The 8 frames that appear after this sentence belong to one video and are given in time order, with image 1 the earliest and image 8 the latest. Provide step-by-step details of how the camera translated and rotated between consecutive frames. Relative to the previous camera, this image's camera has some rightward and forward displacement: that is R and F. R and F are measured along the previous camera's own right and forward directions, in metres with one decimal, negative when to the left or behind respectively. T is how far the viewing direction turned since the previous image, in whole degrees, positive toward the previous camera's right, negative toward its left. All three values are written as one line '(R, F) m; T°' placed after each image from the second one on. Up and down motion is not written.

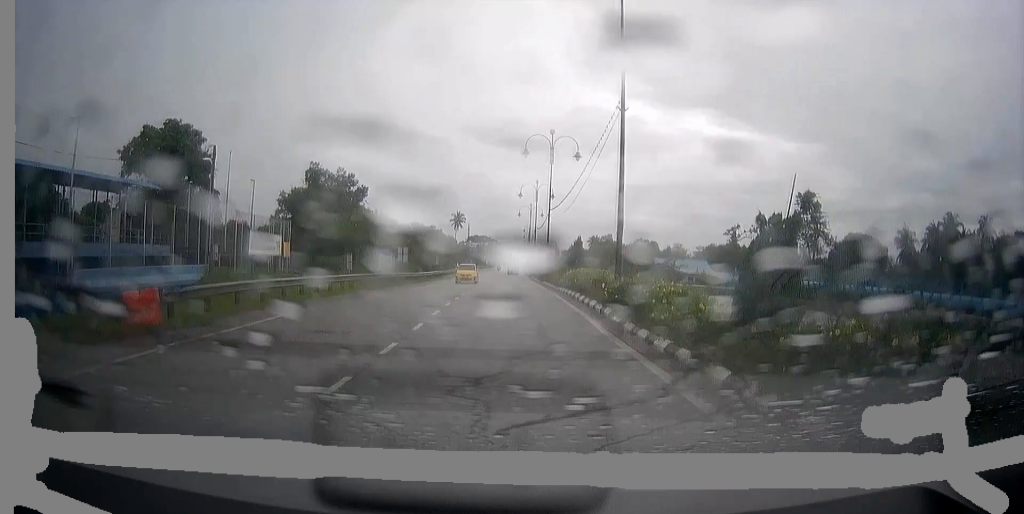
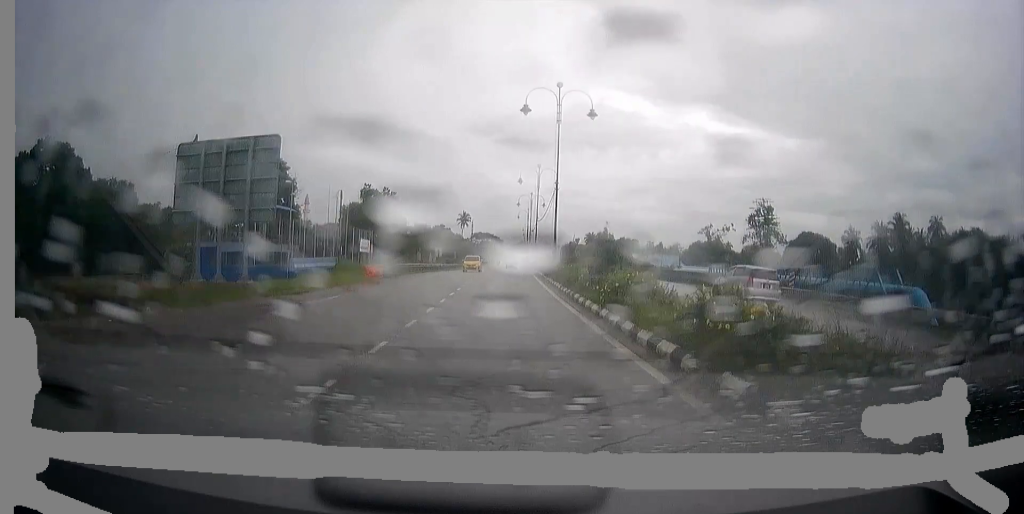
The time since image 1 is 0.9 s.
(+0.1, +22.7) m; +1°
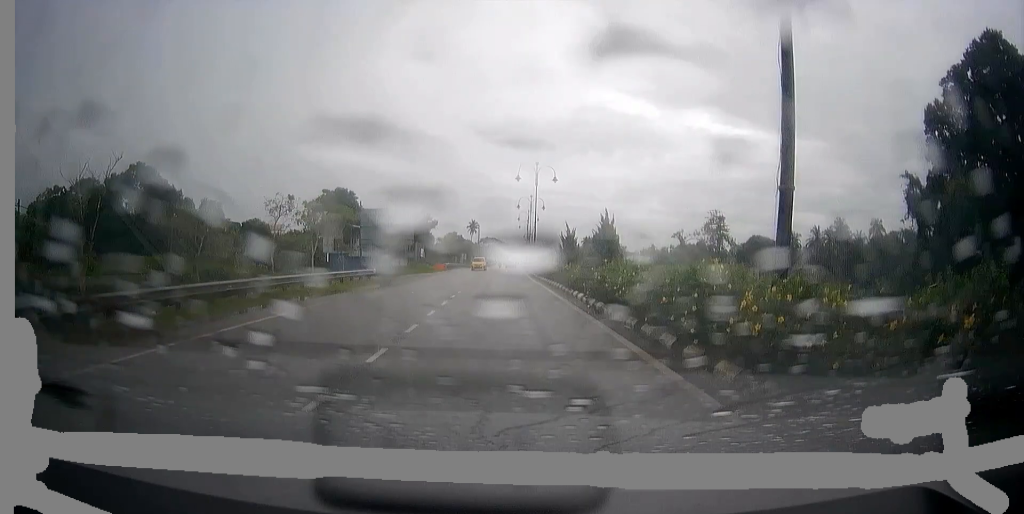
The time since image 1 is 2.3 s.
(+0.2, +33.9) m; +1°
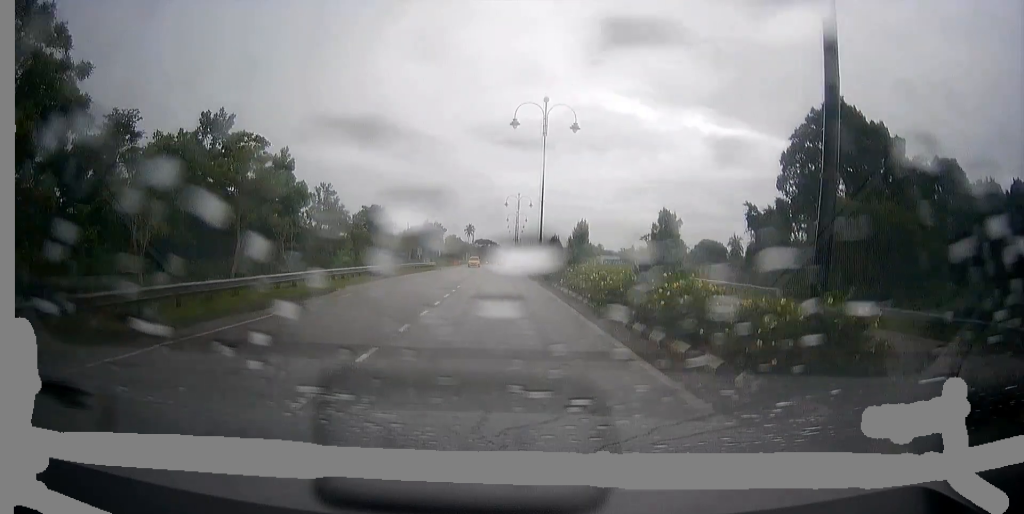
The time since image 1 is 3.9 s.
(0.0, +39.7) m; 0°
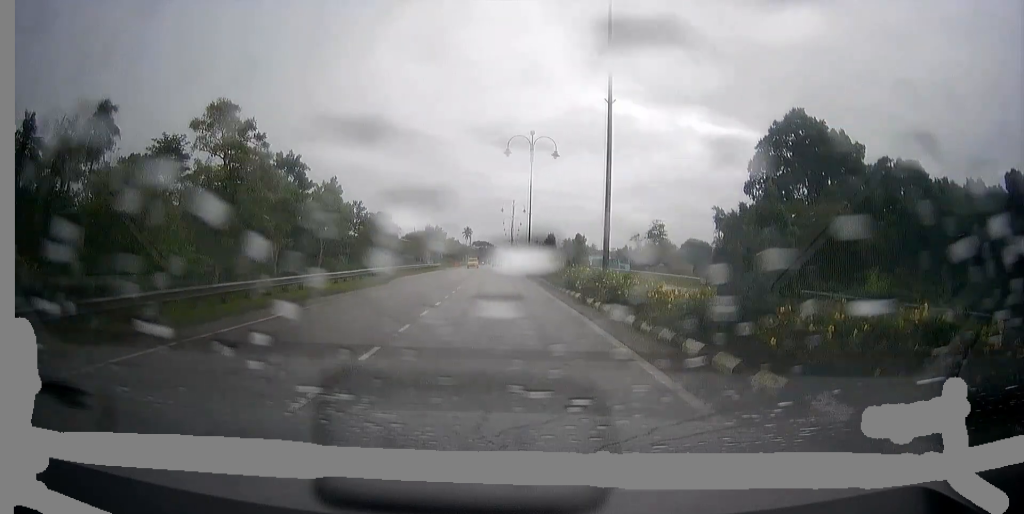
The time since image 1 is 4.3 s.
(0.0, +12.0) m; 0°
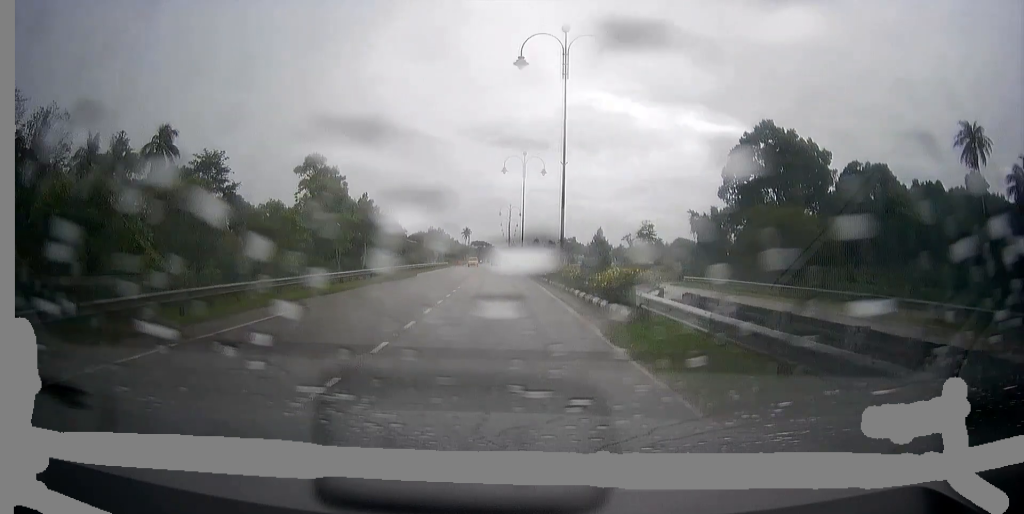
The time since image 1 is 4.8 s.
(+0.1, +12.9) m; 0°
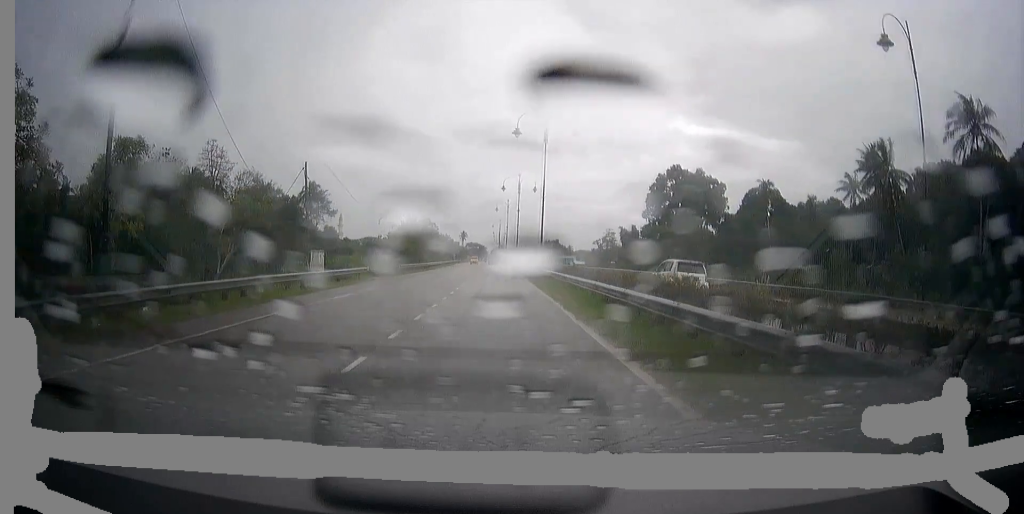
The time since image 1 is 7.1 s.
(-0.8, +58.2) m; -1°
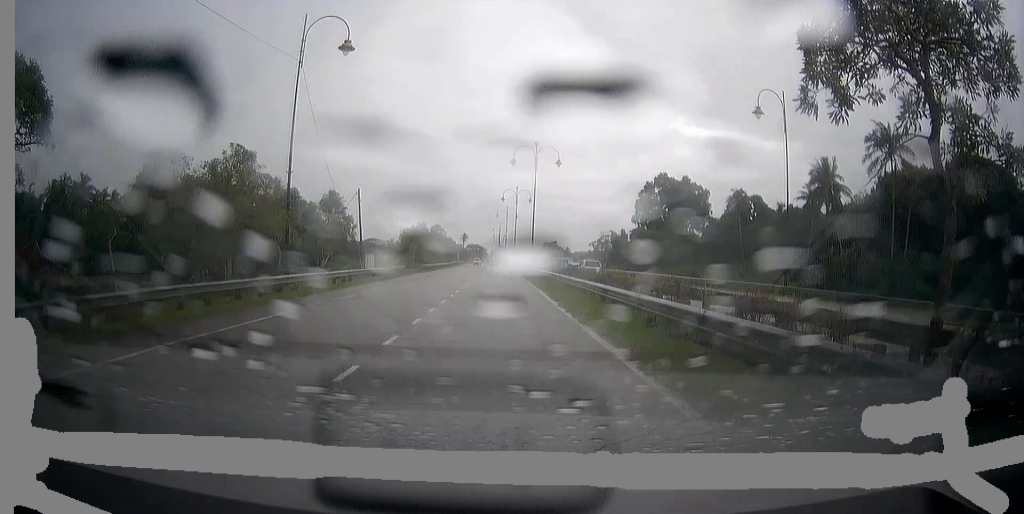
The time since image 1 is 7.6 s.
(0.0, +14.6) m; 0°
